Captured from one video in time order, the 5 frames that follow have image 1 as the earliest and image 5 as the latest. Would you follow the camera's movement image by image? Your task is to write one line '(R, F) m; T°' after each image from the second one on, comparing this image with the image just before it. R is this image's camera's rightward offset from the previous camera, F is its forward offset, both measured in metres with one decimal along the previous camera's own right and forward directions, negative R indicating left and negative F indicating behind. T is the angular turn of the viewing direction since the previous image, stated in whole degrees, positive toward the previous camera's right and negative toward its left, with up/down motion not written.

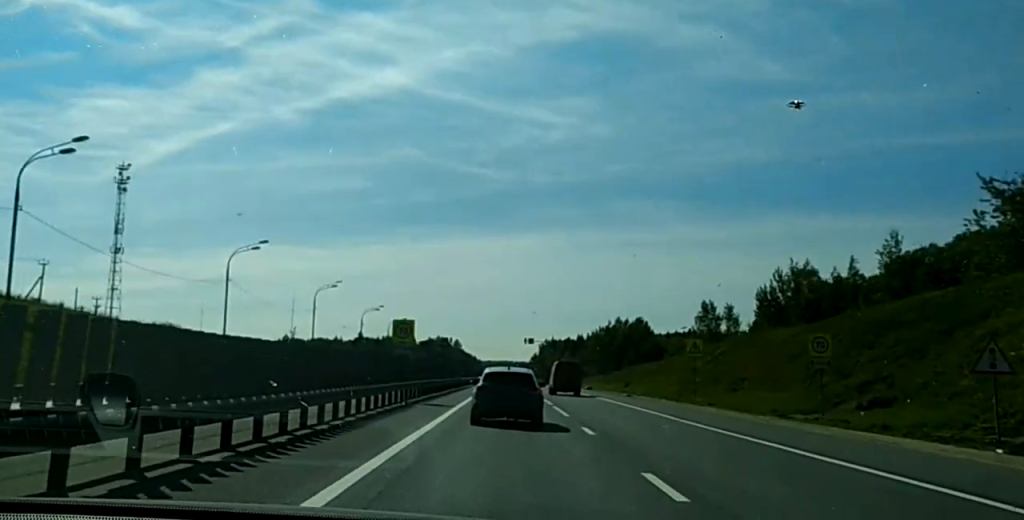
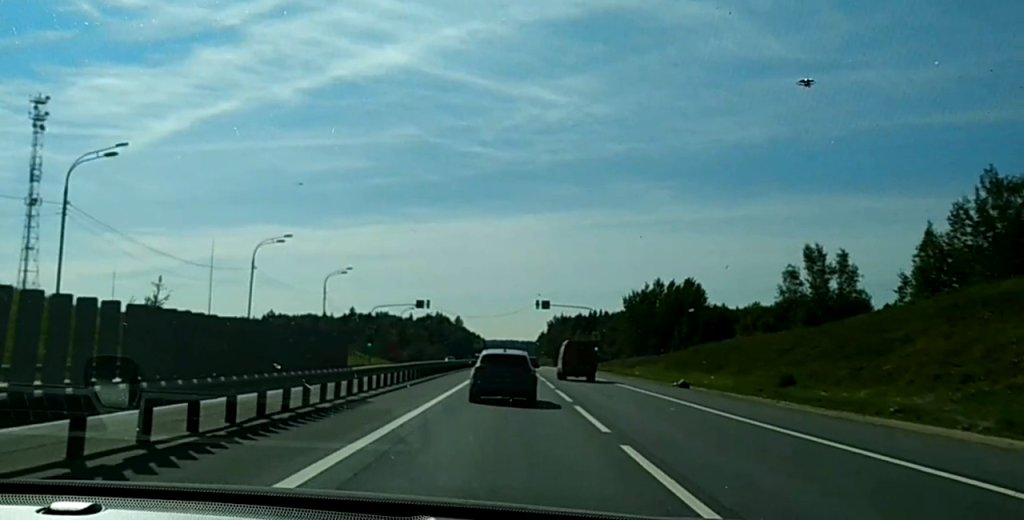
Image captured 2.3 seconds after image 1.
(-0.7, +72.5) m; -1°
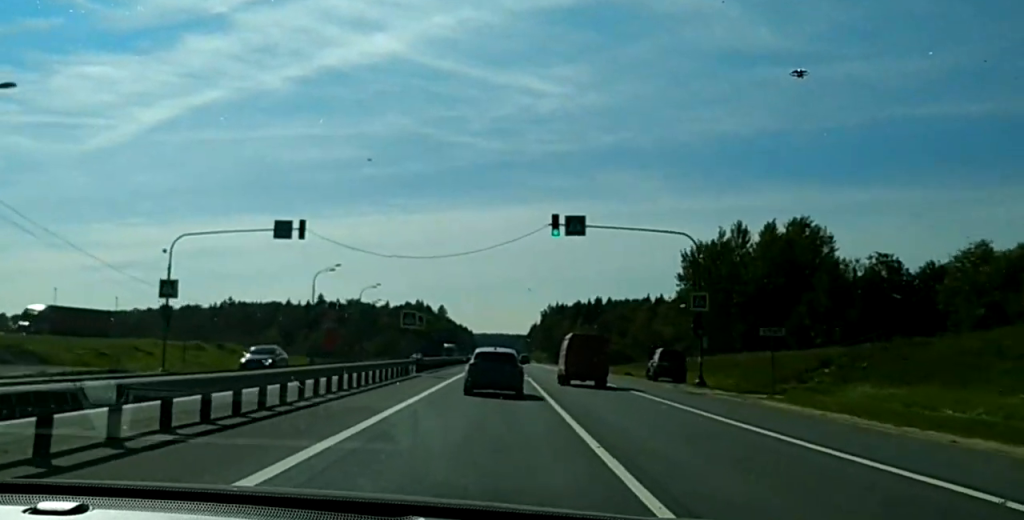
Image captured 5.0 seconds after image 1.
(+0.1, +82.8) m; -1°
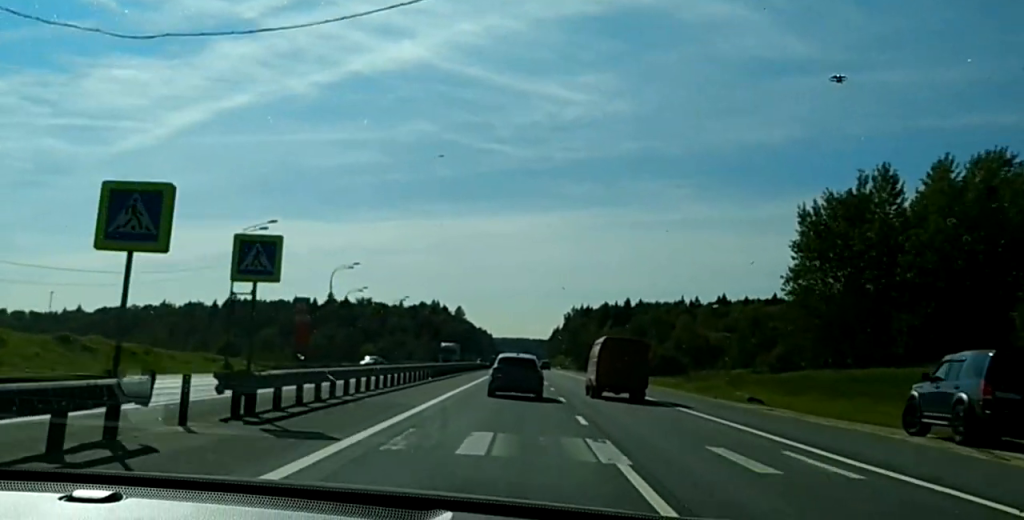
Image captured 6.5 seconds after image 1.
(-0.3, +38.9) m; 0°
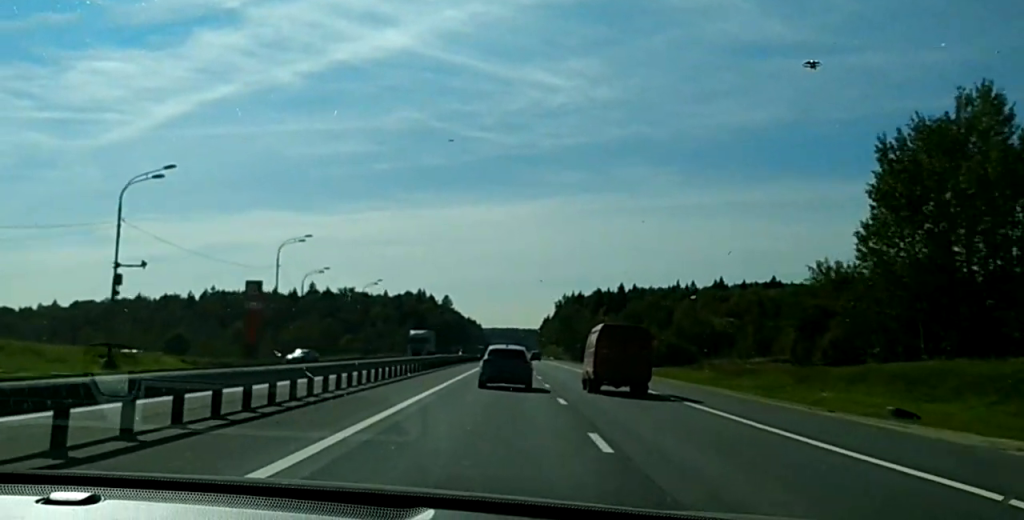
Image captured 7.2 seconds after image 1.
(+0.1, +18.3) m; 0°
